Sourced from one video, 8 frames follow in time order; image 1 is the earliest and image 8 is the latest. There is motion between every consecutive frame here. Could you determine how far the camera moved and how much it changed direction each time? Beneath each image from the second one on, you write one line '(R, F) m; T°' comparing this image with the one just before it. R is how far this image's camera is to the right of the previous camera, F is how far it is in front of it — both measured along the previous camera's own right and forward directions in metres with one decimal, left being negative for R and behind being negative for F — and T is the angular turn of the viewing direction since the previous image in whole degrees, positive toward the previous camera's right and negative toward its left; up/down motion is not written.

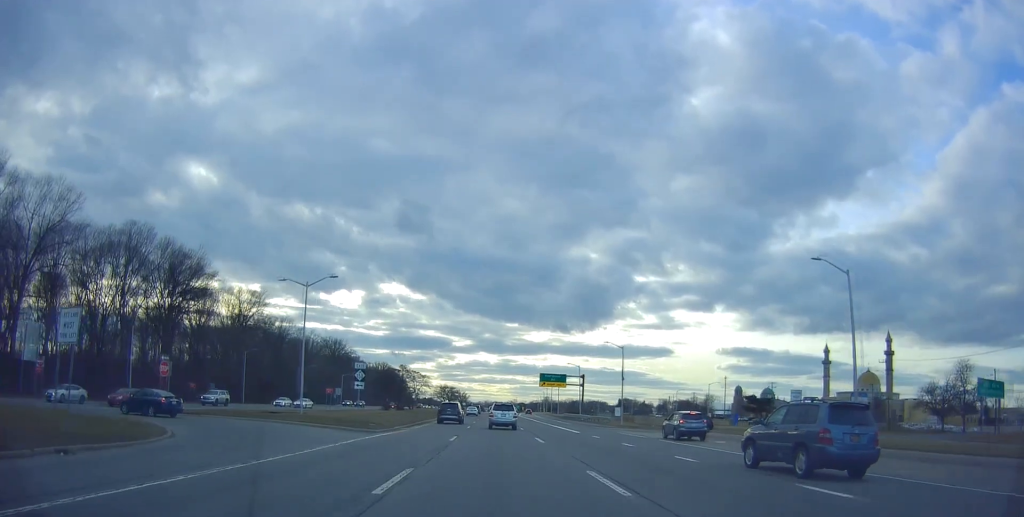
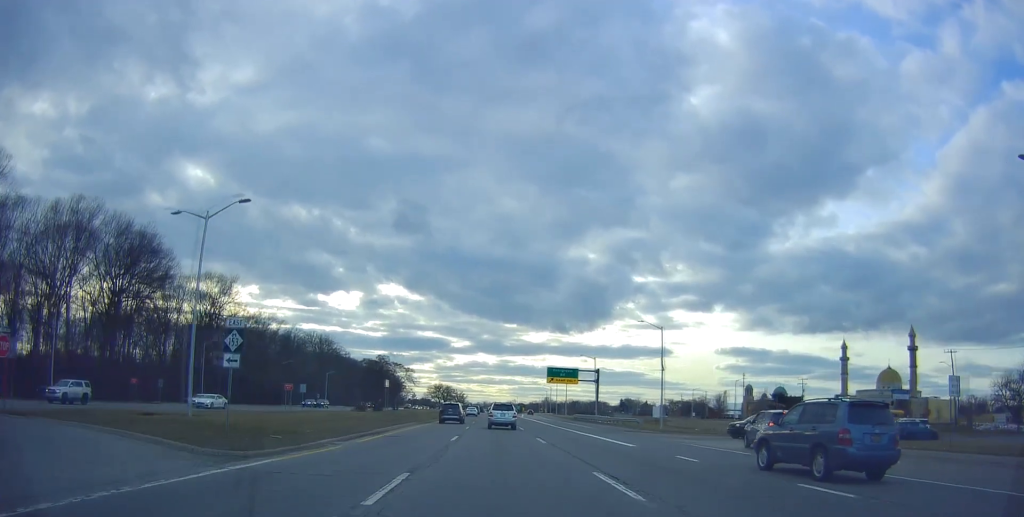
(0.0, +15.7) m; -1°
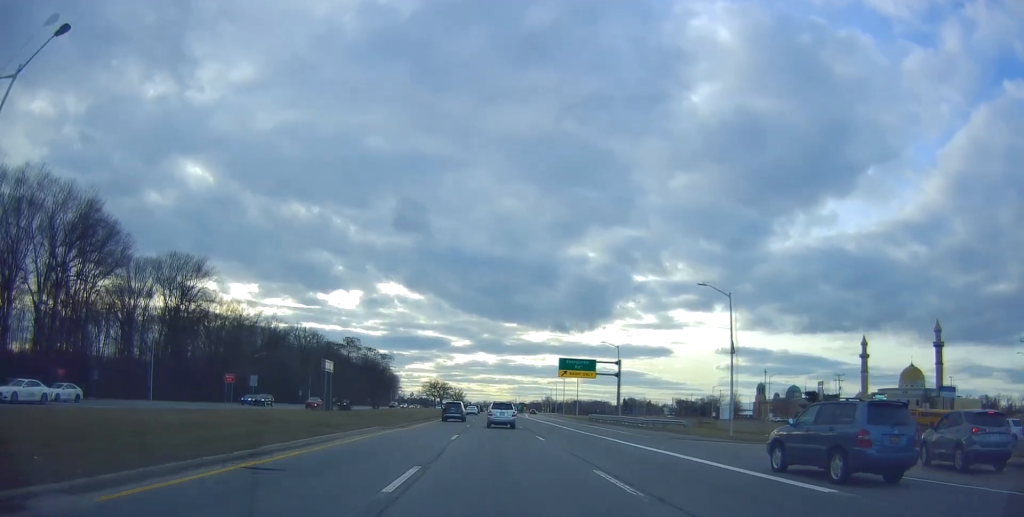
(0.0, +15.0) m; -1°
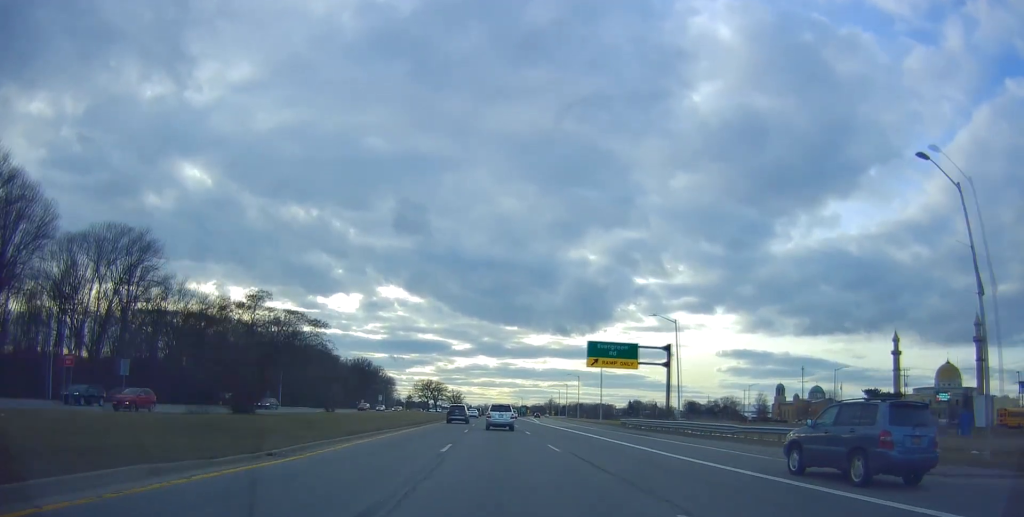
(-0.5, +21.4) m; 0°
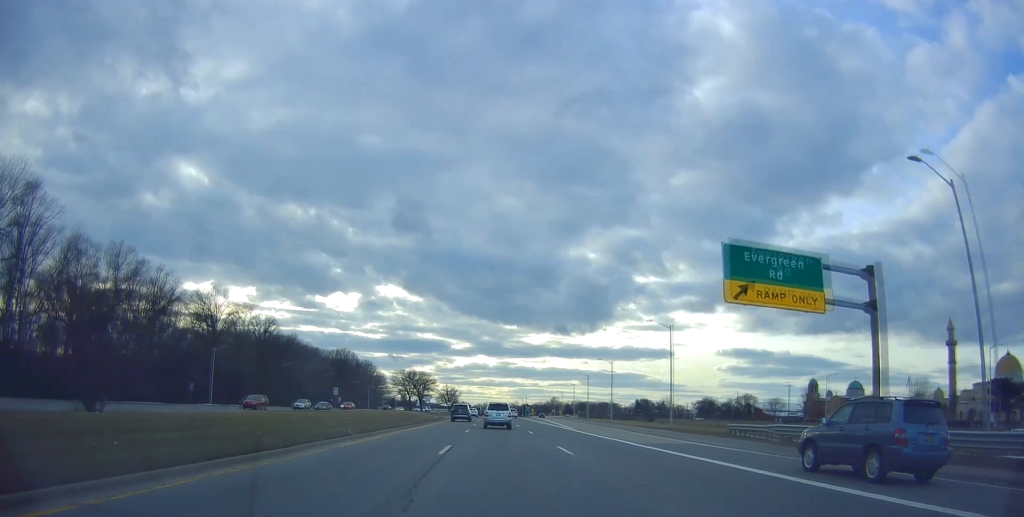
(+0.2, +32.9) m; 0°
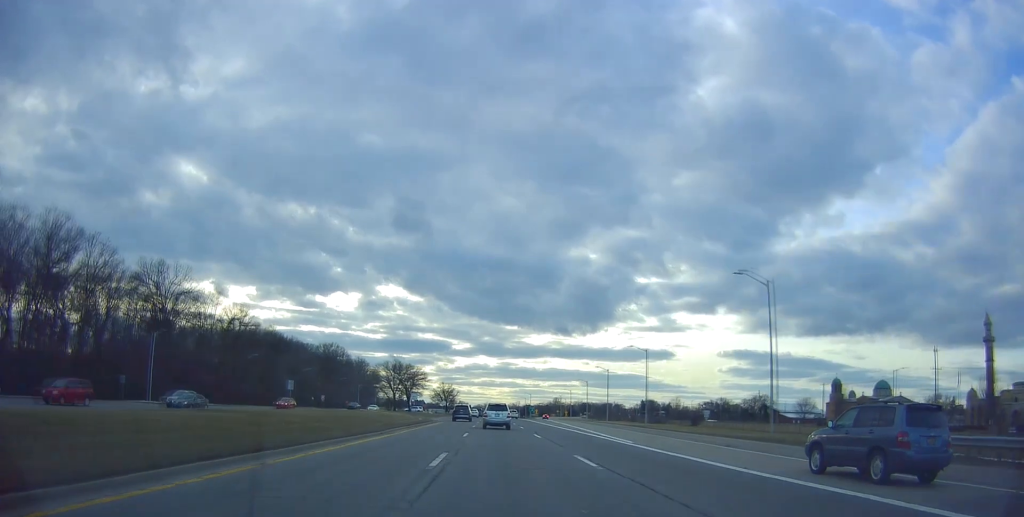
(+0.1, +19.3) m; 0°
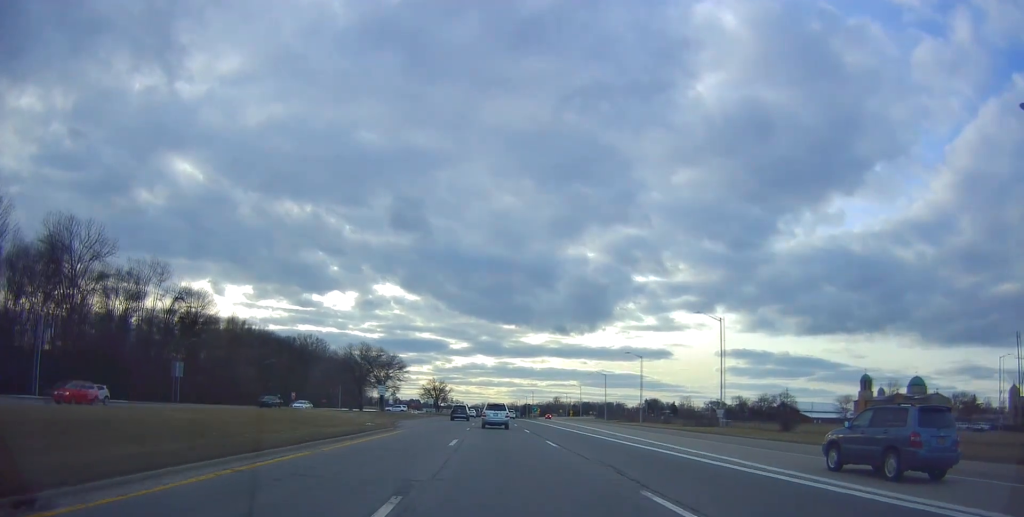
(-0.1, +23.5) m; 0°
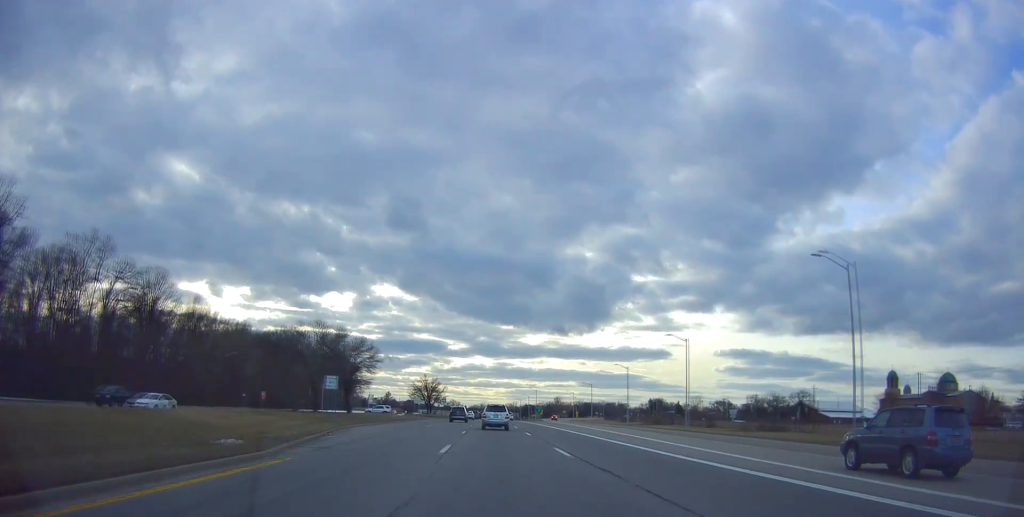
(+0.1, +18.6) m; 0°
